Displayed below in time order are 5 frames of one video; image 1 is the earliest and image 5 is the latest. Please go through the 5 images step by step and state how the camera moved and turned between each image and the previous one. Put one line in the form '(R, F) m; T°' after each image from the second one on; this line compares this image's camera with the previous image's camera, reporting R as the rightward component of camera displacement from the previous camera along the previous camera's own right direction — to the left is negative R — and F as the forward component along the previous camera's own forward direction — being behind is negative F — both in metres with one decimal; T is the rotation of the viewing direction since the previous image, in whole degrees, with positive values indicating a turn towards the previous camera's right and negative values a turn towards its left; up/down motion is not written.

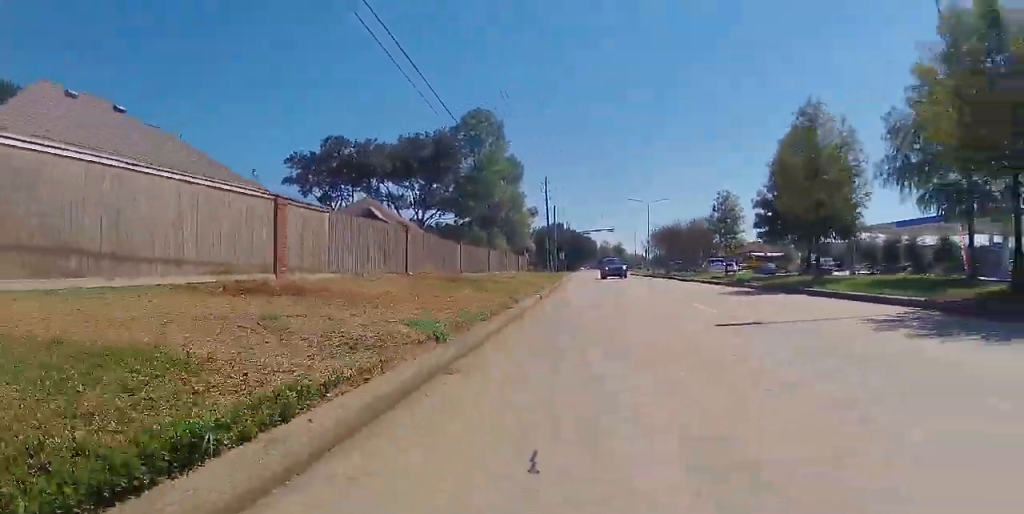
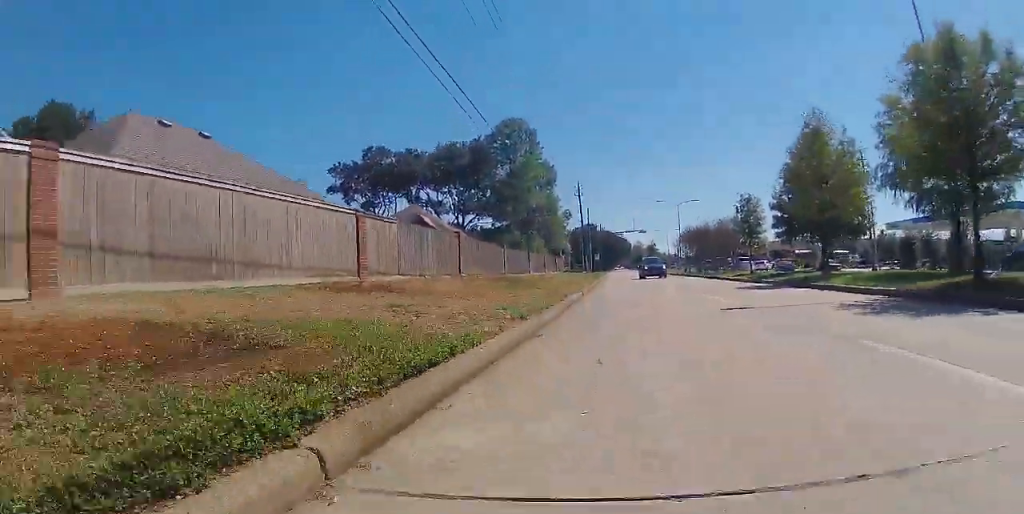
(0.0, +2.8) m; 0°
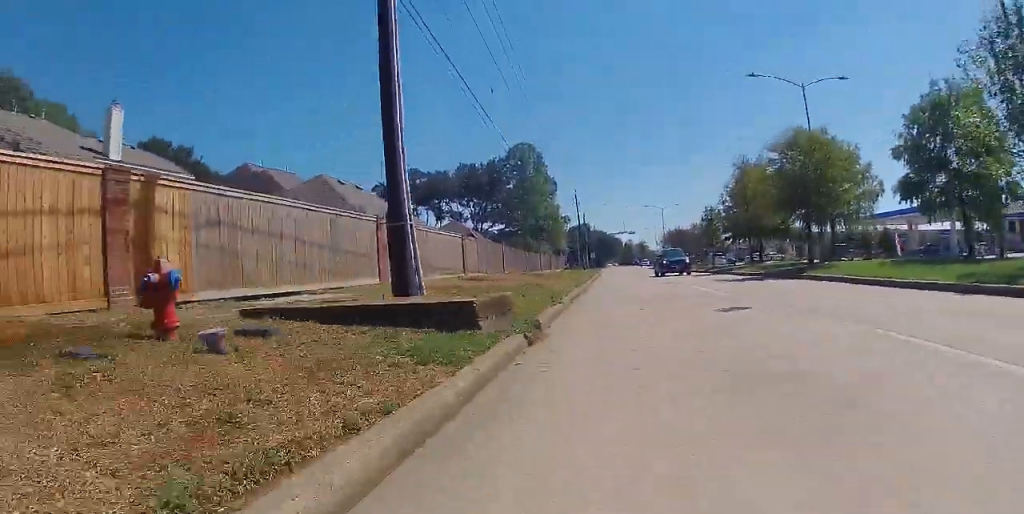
(0.0, +12.4) m; 0°
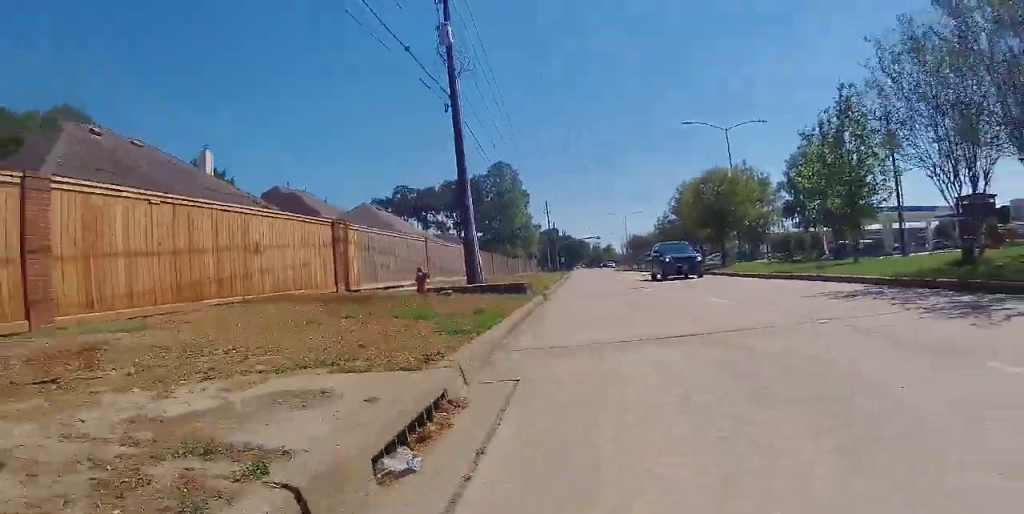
(0.0, +9.7) m; 0°
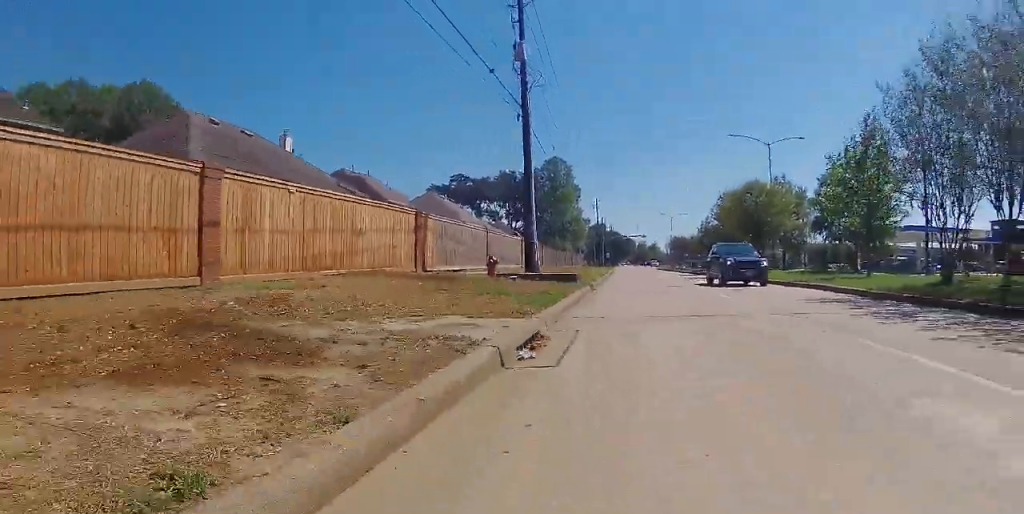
(0.0, +3.1) m; 0°
